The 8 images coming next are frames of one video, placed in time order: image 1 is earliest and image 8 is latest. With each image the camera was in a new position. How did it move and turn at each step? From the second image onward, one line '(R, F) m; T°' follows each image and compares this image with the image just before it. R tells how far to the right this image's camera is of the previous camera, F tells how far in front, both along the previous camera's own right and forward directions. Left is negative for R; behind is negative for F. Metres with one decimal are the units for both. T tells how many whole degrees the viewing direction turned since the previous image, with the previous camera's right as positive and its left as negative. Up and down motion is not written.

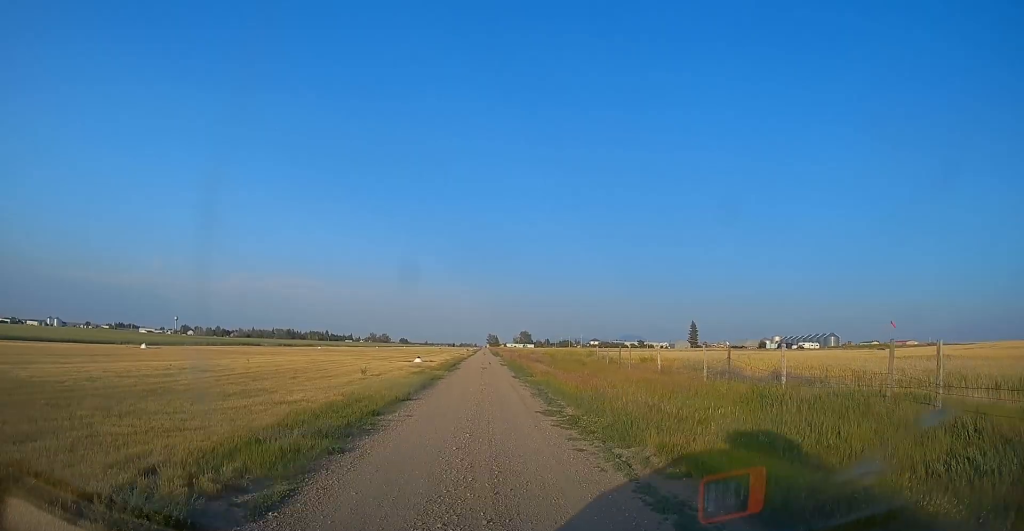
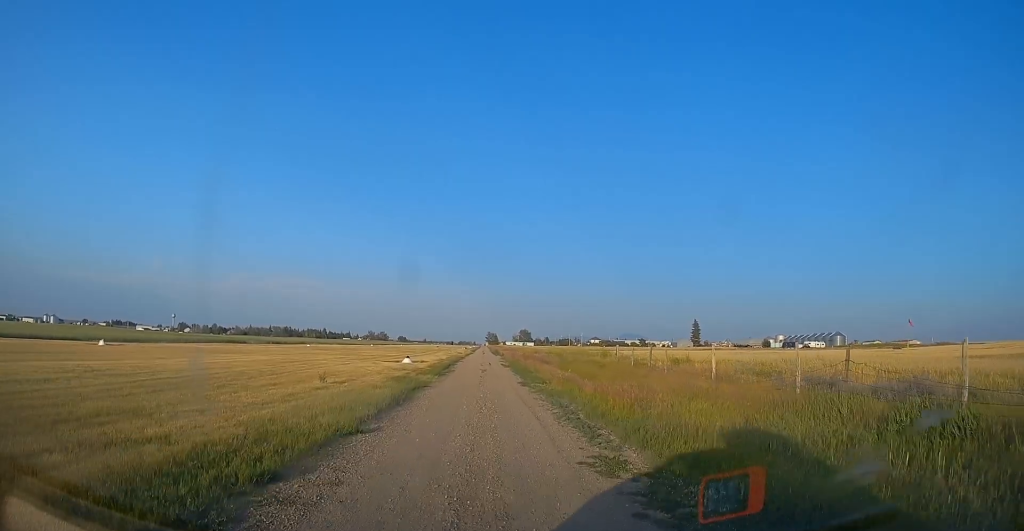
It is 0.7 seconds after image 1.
(0.0, +6.9) m; 0°
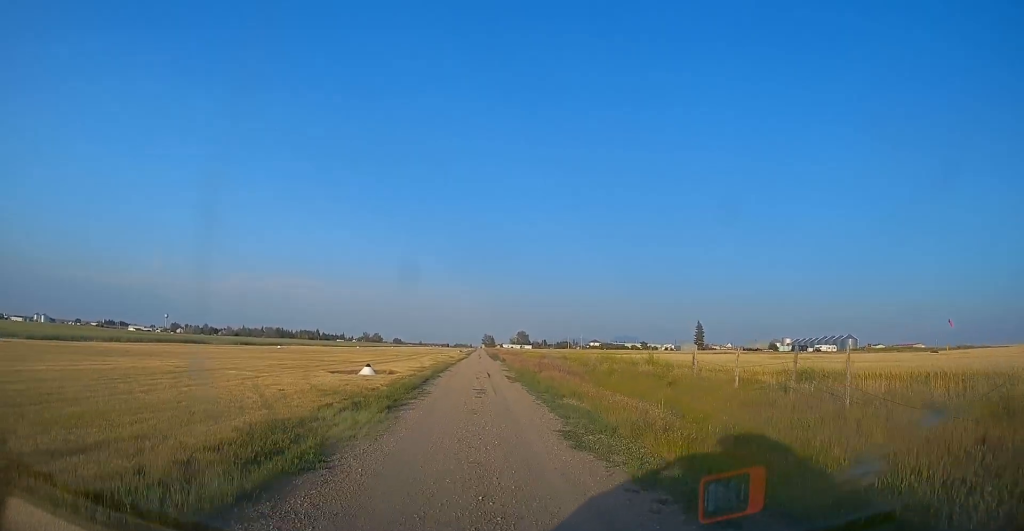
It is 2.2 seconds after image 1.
(0.0, +14.3) m; 0°
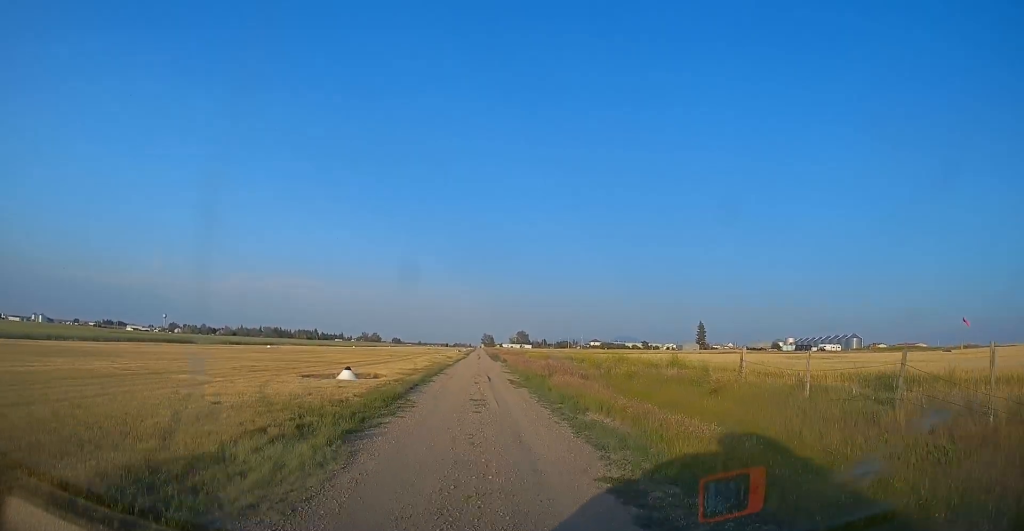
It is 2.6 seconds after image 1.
(0.0, +4.5) m; 0°
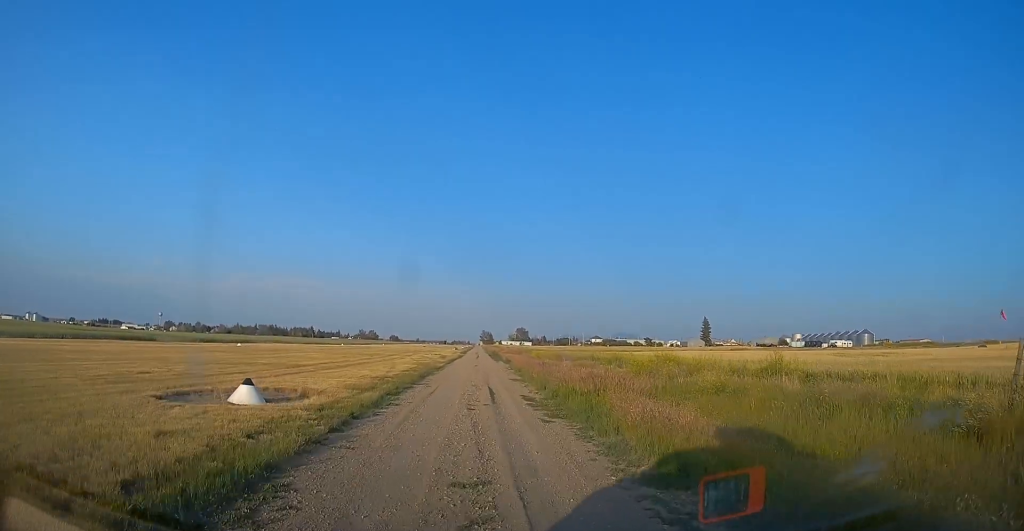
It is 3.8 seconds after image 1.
(0.0, +11.3) m; 0°
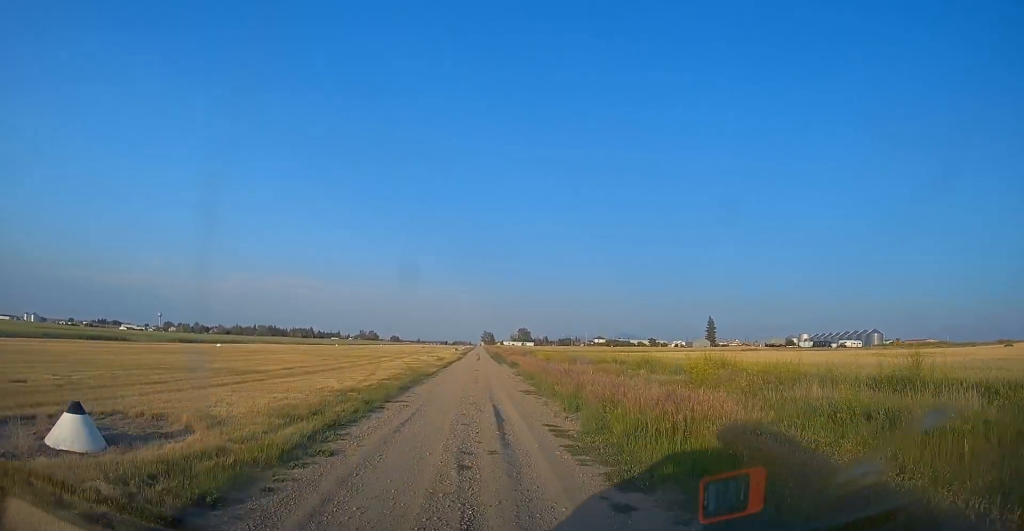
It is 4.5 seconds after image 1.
(0.0, +7.0) m; 0°
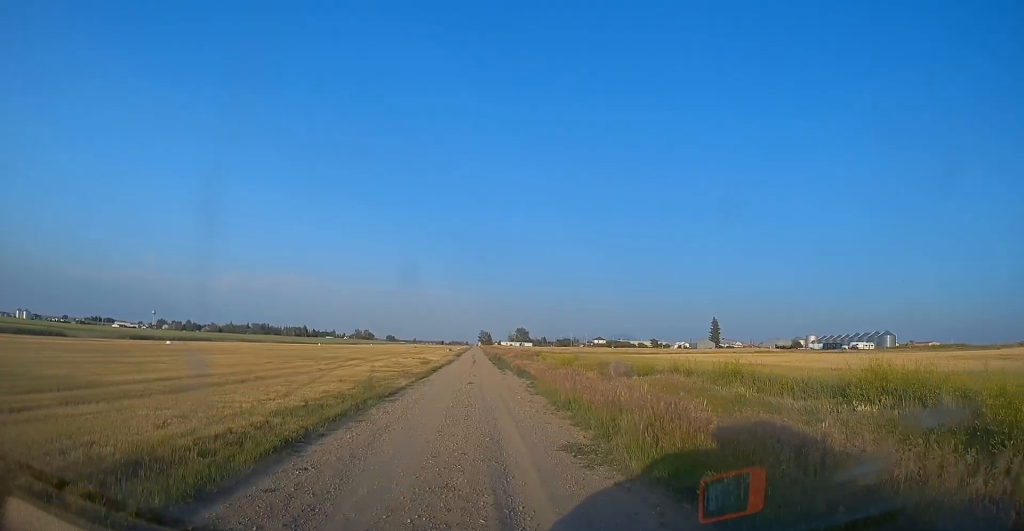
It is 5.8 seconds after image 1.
(+0.1, +12.1) m; +3°
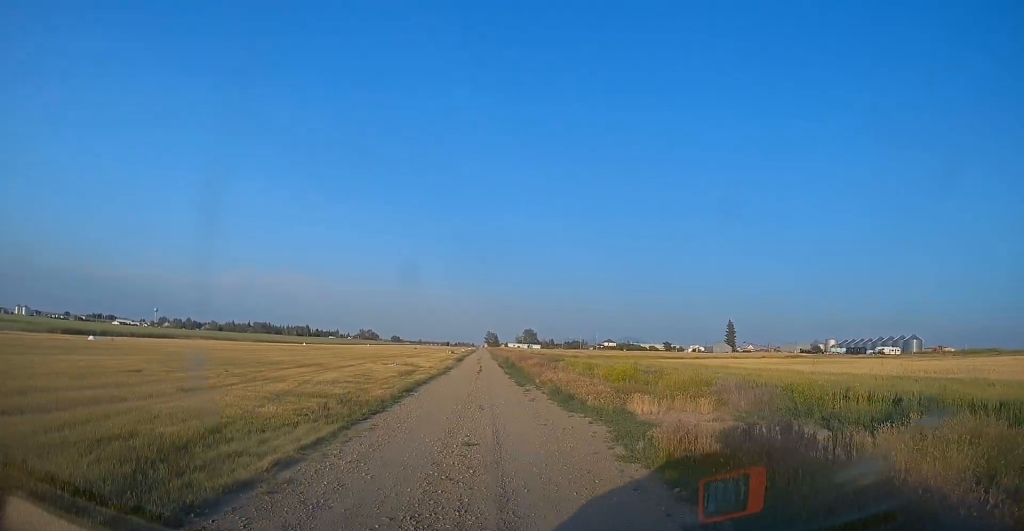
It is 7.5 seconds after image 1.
(0.0, +15.2) m; -2°
